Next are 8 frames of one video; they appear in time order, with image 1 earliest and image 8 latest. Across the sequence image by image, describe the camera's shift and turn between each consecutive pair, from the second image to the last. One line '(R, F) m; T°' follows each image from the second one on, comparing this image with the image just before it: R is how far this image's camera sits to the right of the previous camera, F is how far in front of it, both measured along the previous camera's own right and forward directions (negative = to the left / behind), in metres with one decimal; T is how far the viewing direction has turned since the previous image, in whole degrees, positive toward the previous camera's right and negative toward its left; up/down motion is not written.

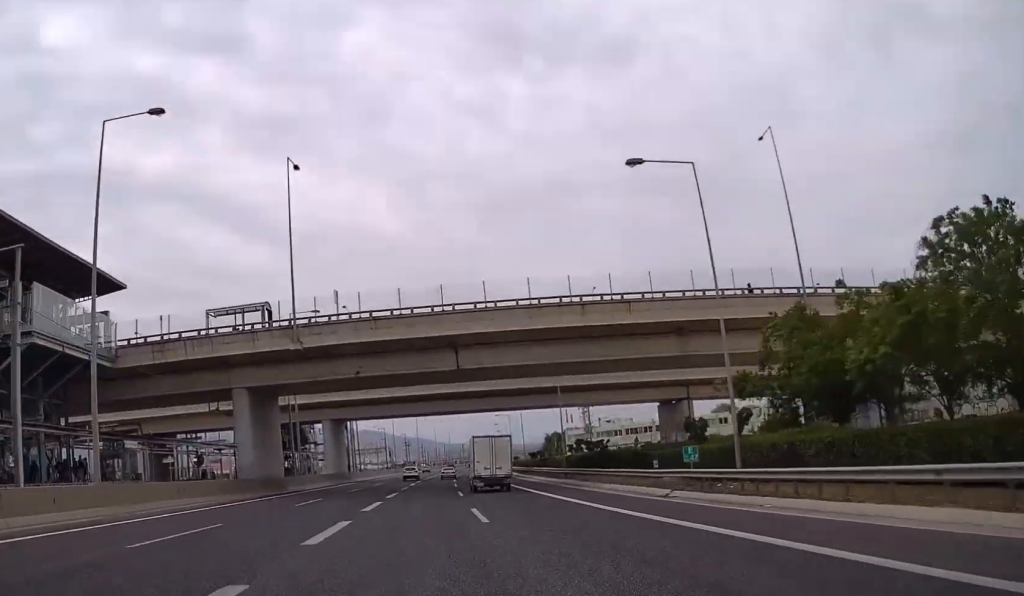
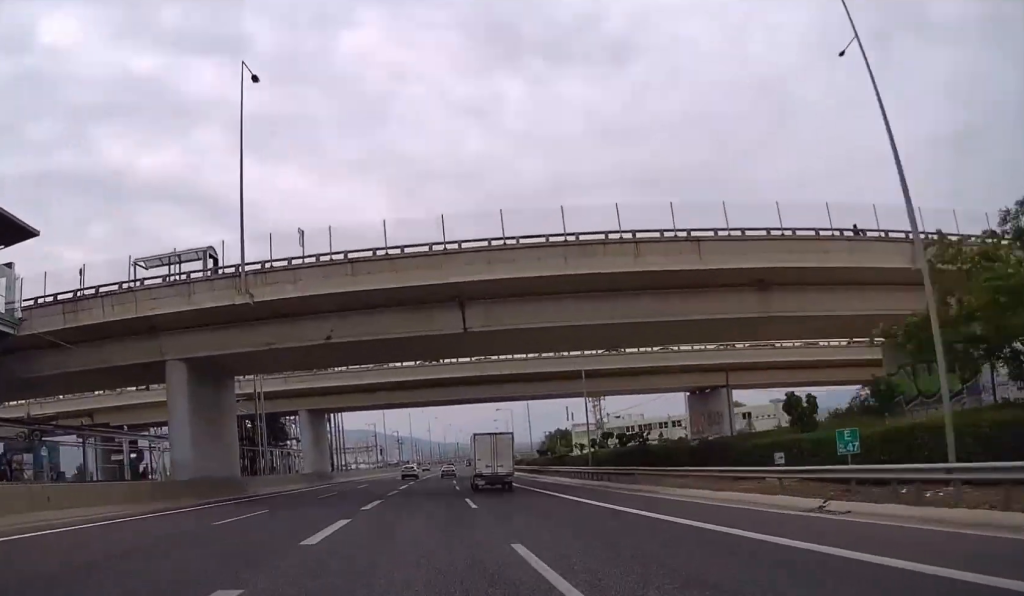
(0.0, +12.5) m; 0°
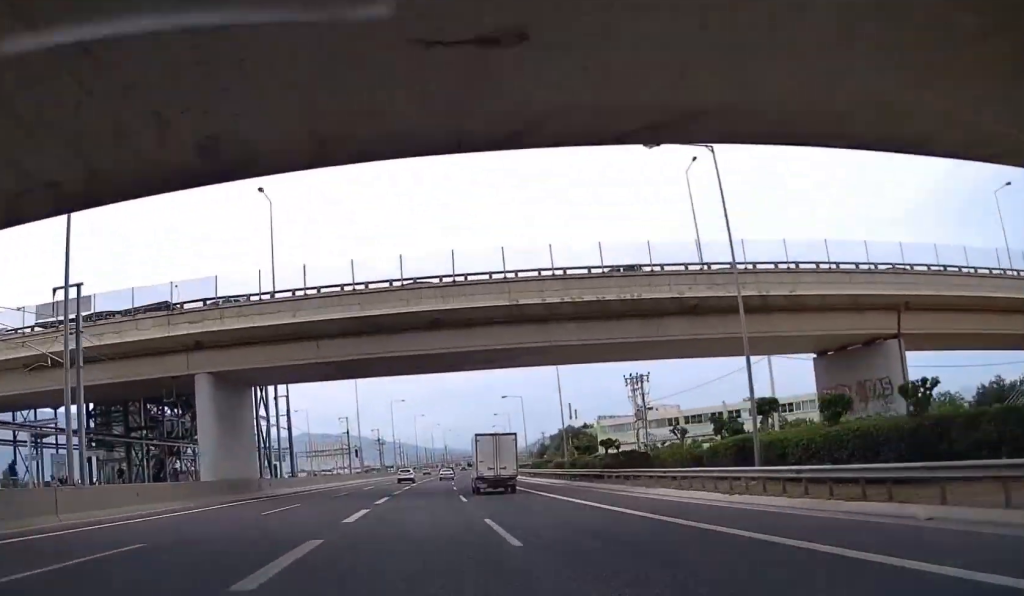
(-0.1, +29.9) m; +1°
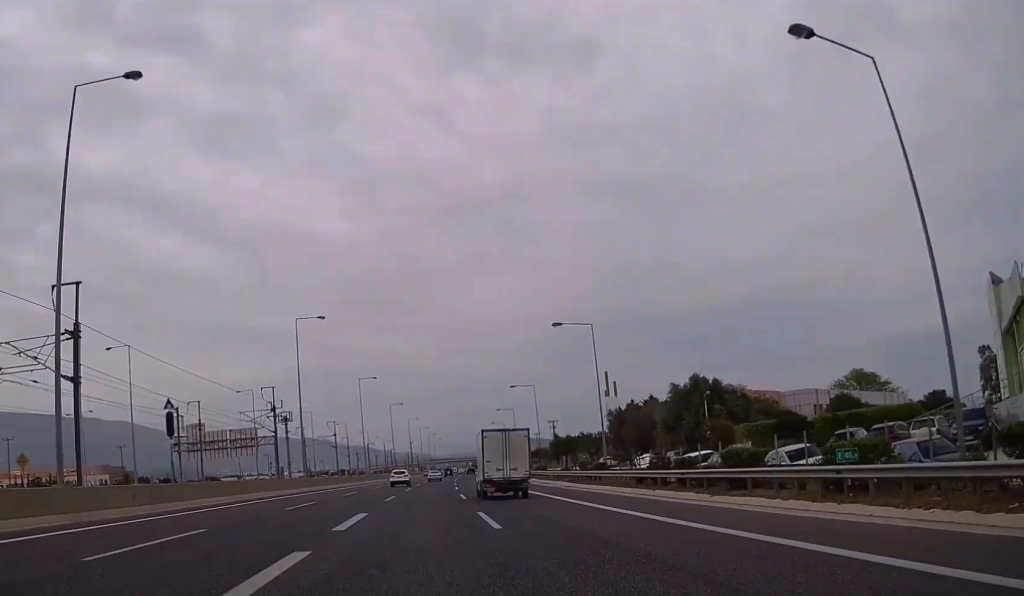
(+3.8, +86.0) m; +4°
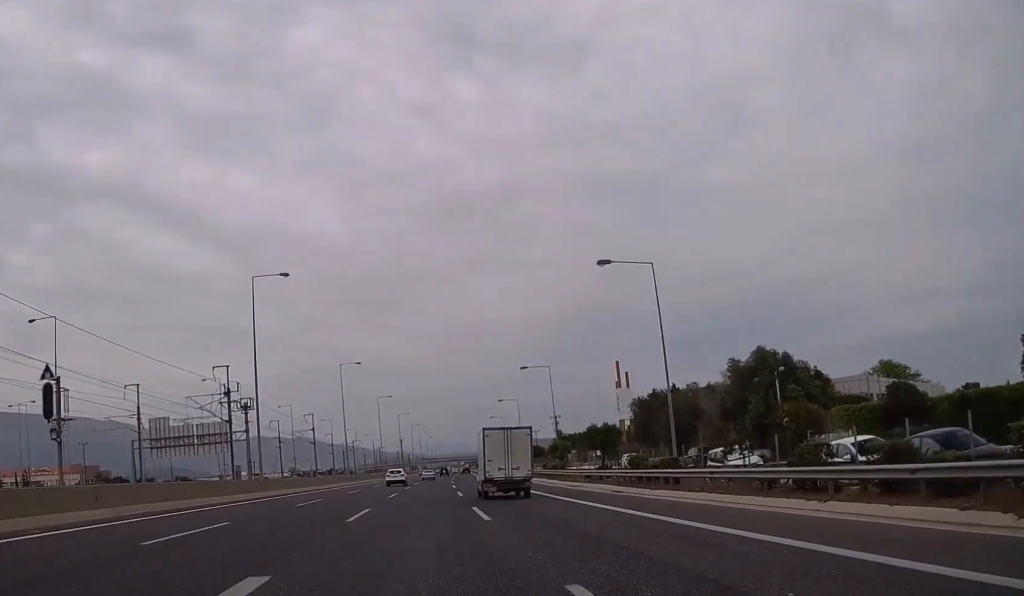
(0.0, +16.3) m; 0°
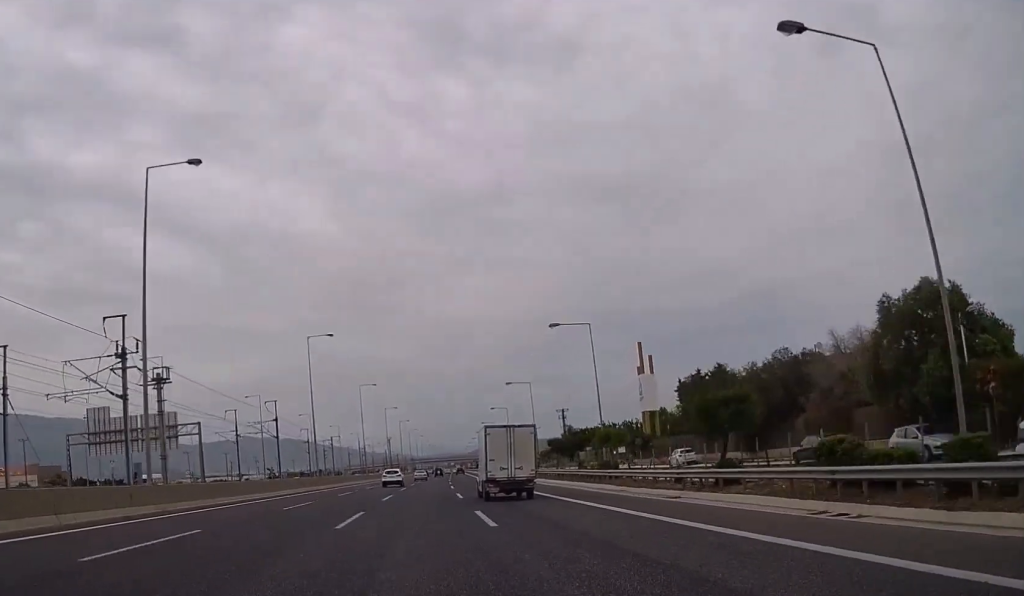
(-0.1, +20.2) m; +1°
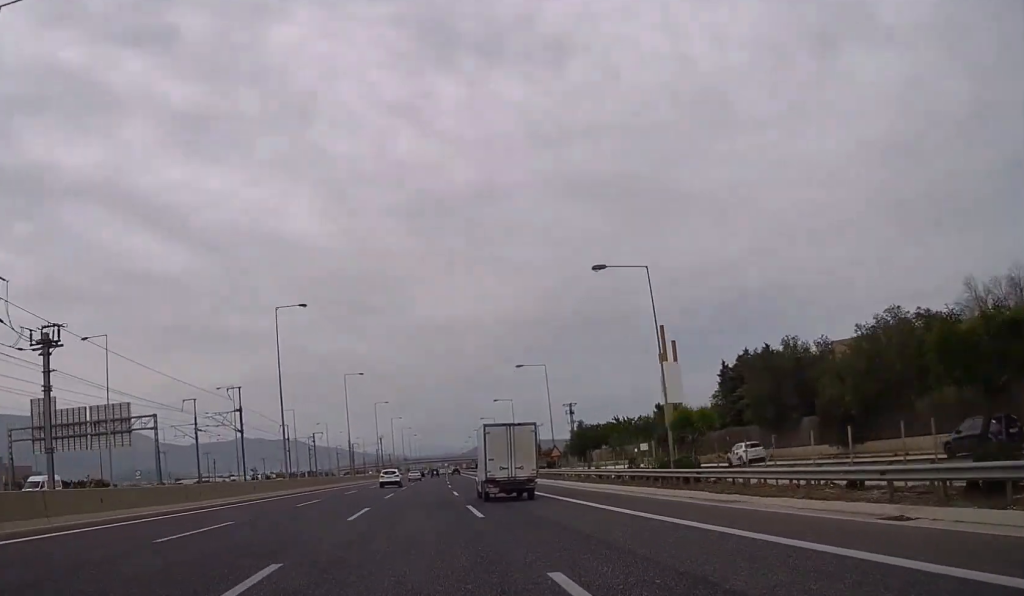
(+0.2, +14.5) m; 0°
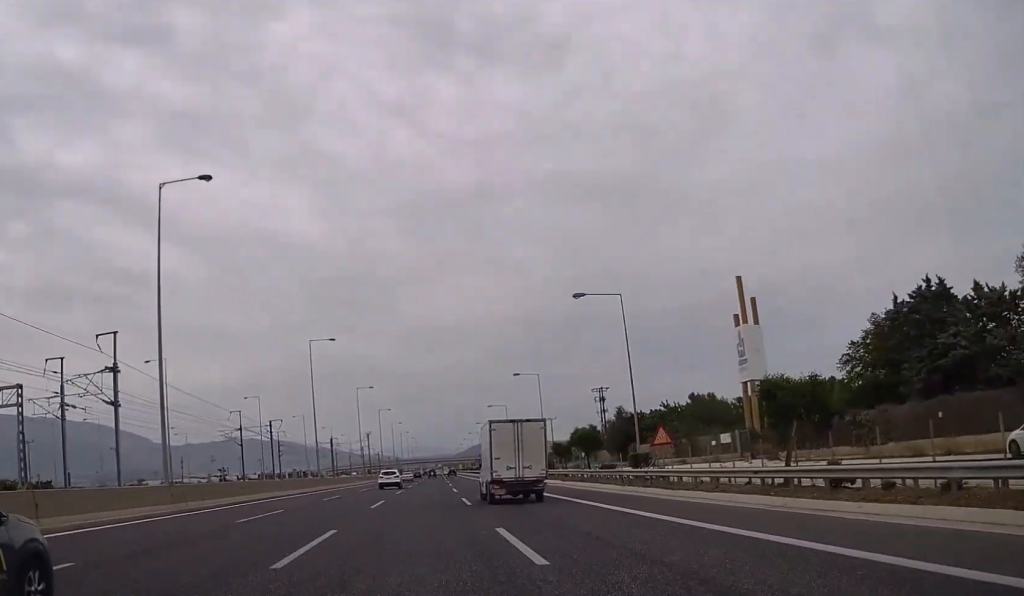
(+0.1, +28.9) m; +1°
